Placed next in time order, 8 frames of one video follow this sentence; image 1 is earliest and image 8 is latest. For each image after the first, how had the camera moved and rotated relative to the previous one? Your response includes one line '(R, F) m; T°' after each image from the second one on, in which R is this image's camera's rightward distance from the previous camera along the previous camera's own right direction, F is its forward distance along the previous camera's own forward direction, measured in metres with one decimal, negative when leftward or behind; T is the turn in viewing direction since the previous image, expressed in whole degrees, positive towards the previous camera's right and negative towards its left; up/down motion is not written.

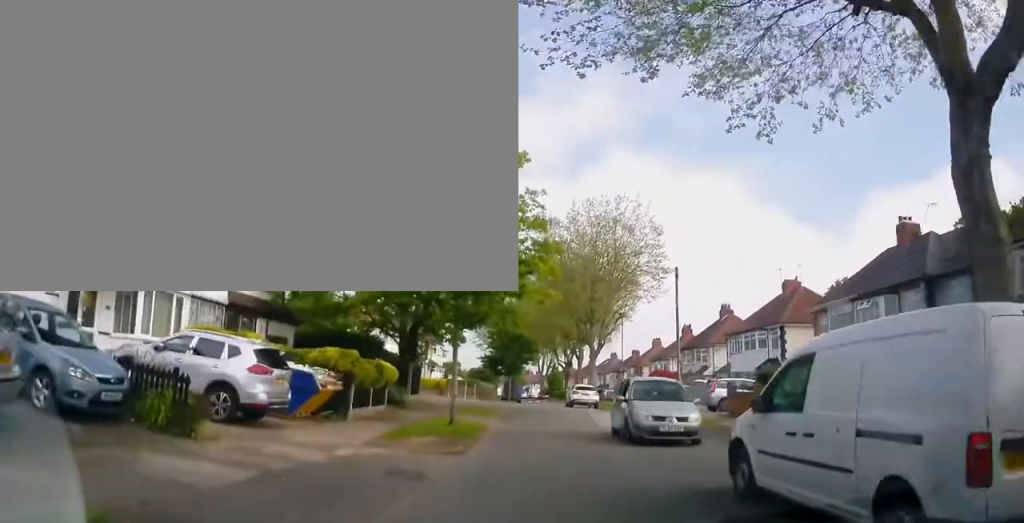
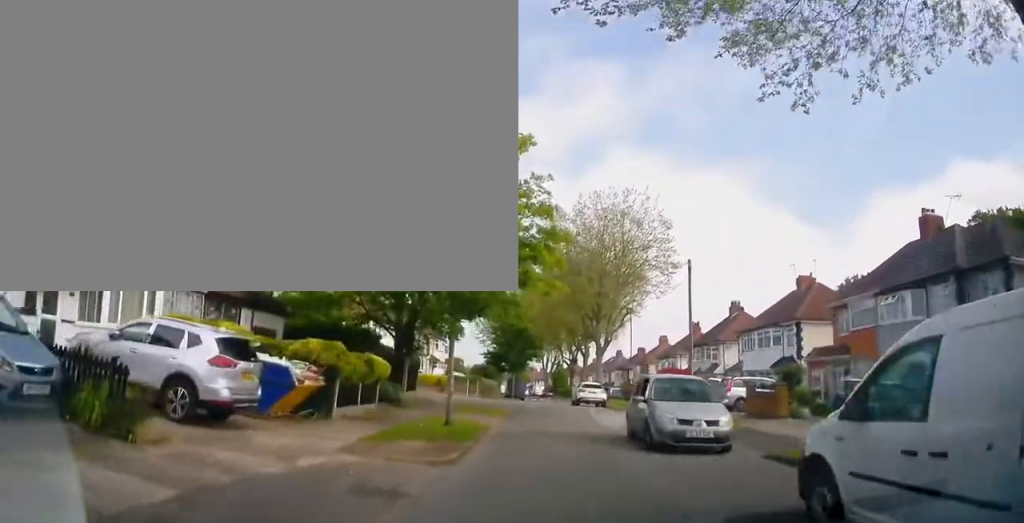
(0.0, +2.0) m; -1°
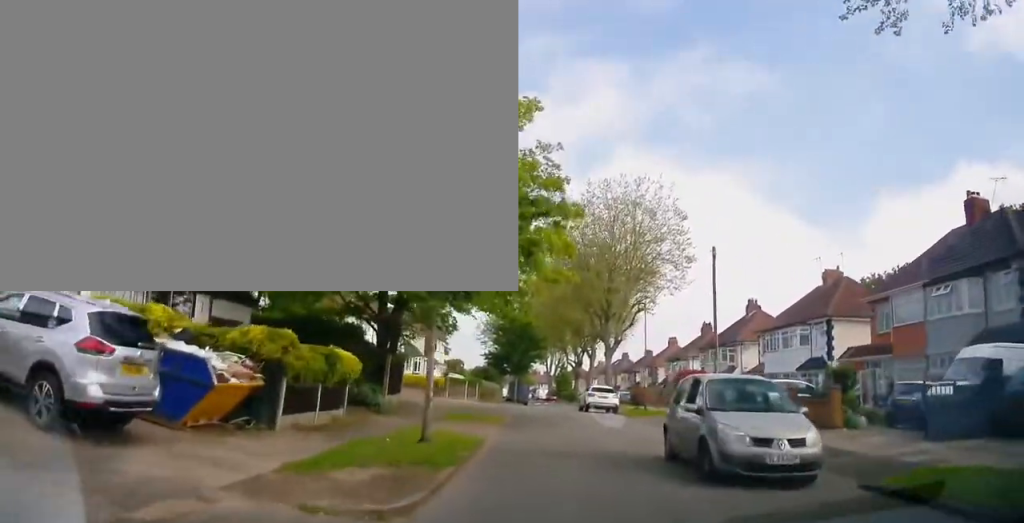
(-0.2, +3.4) m; 0°
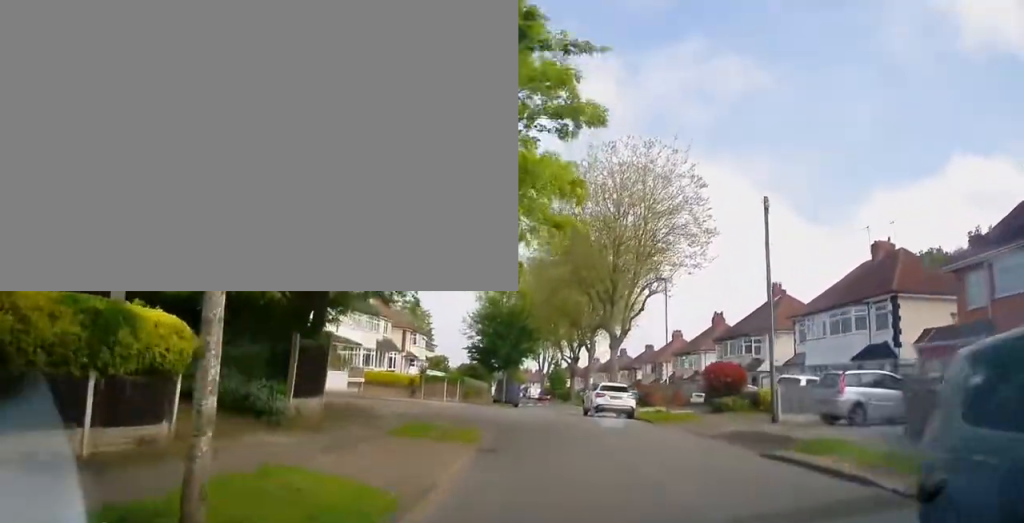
(+0.4, +7.3) m; +4°
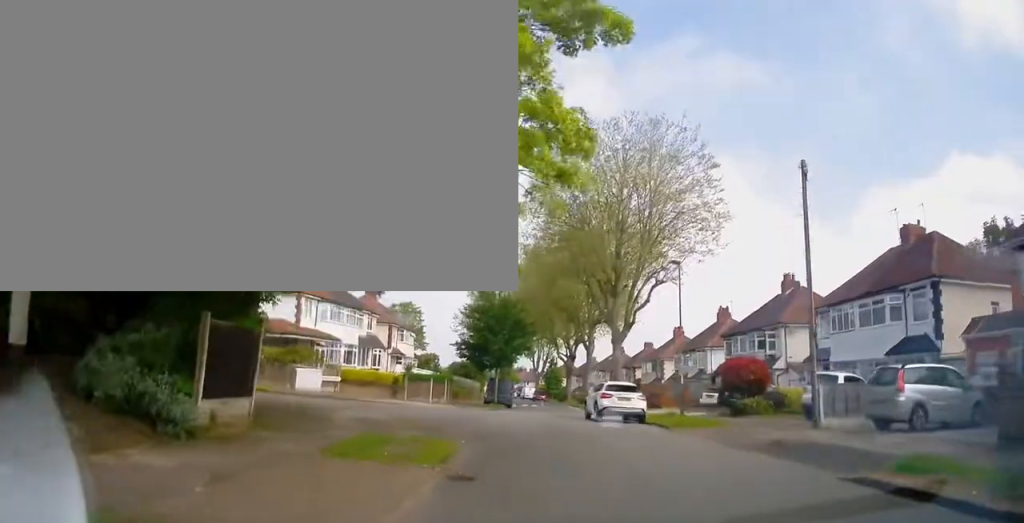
(-0.1, +3.7) m; +2°
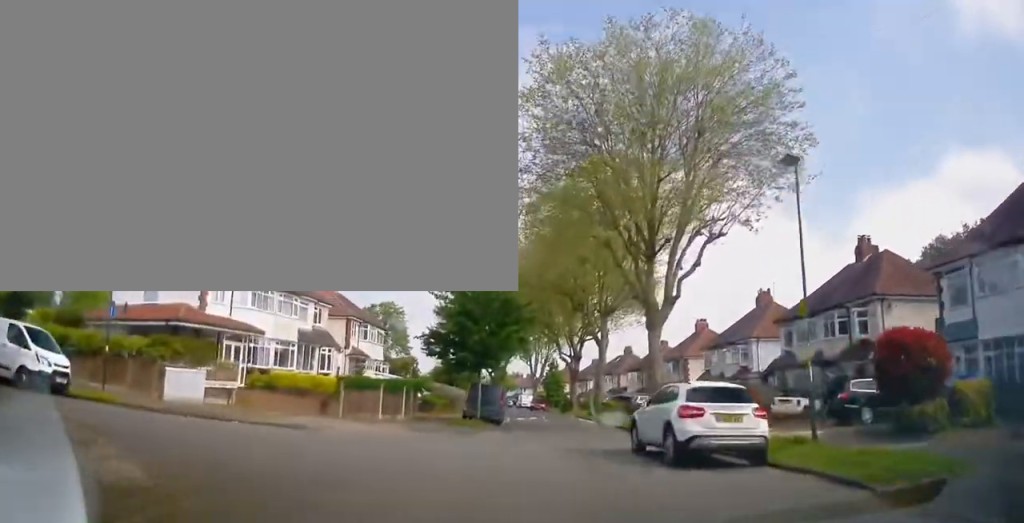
(+0.7, +6.4) m; 0°
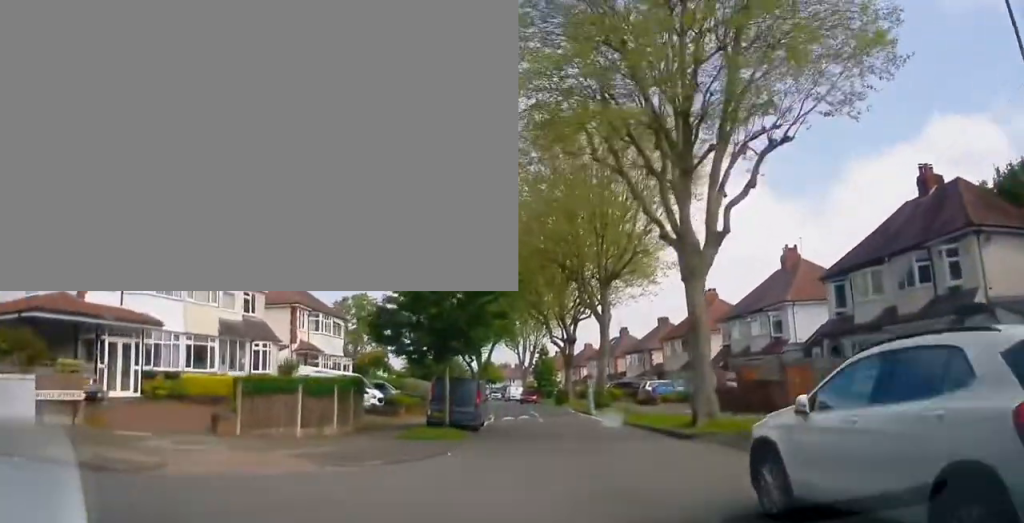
(-0.9, +7.4) m; -6°
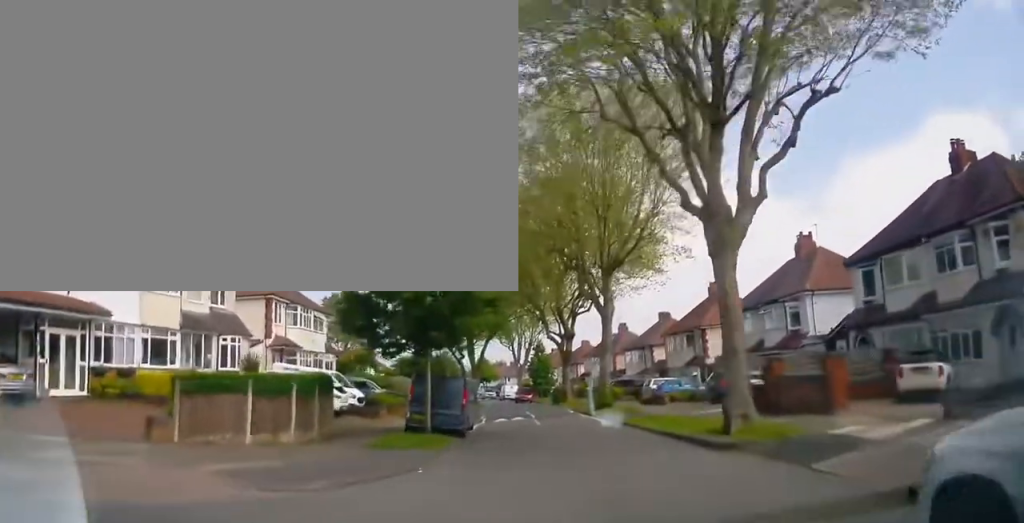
(-0.1, +3.8) m; 0°
